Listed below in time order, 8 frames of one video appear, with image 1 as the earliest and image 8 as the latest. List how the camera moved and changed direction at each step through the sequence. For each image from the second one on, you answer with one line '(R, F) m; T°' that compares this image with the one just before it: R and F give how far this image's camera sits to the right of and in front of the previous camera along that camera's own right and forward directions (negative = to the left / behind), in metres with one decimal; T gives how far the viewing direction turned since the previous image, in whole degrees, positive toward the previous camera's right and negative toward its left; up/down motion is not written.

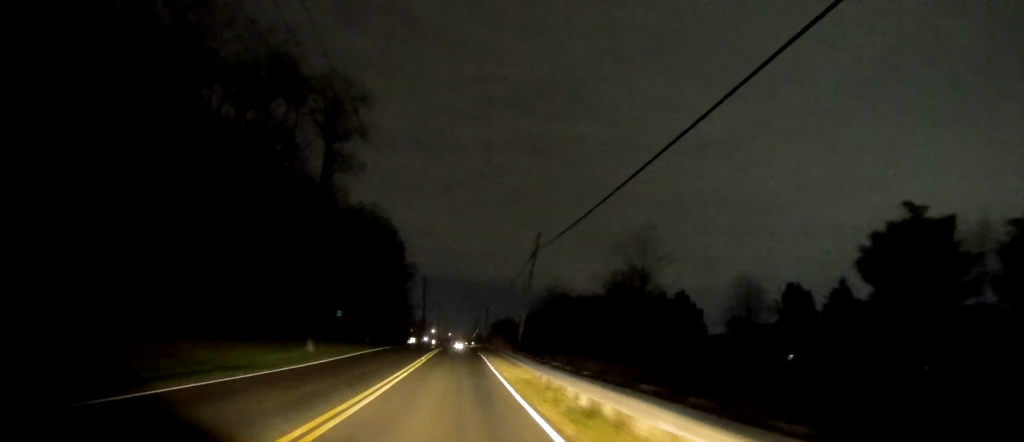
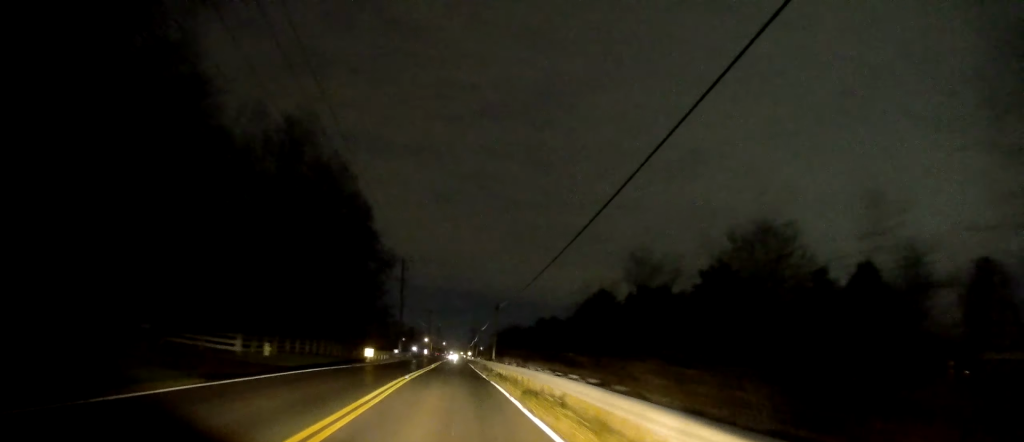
(-0.1, +32.3) m; -1°
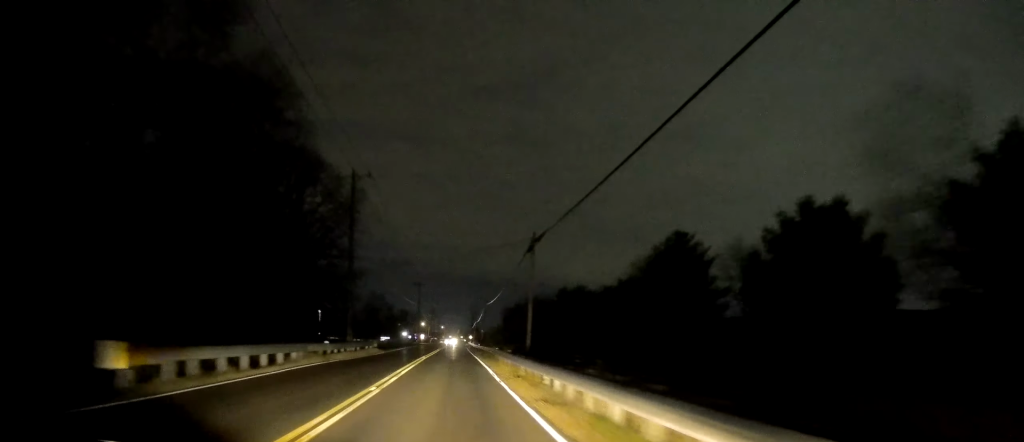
(-0.3, +30.5) m; 0°
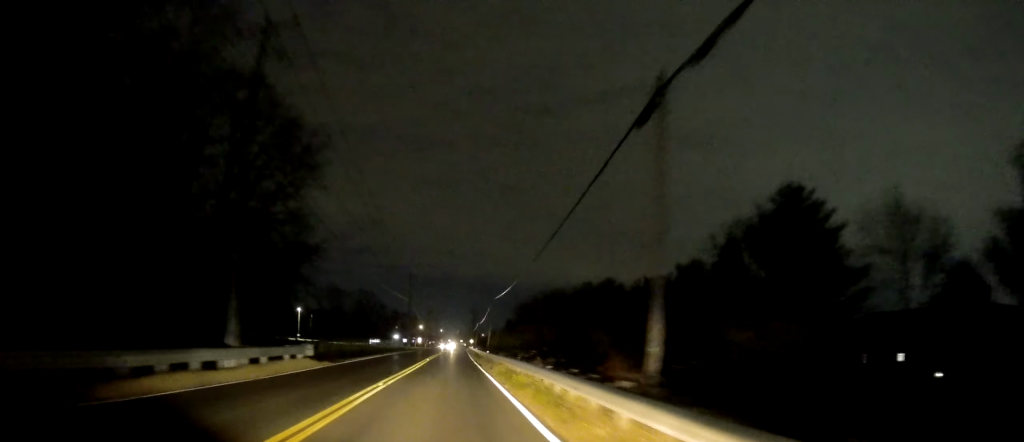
(+0.2, +19.3) m; +1°
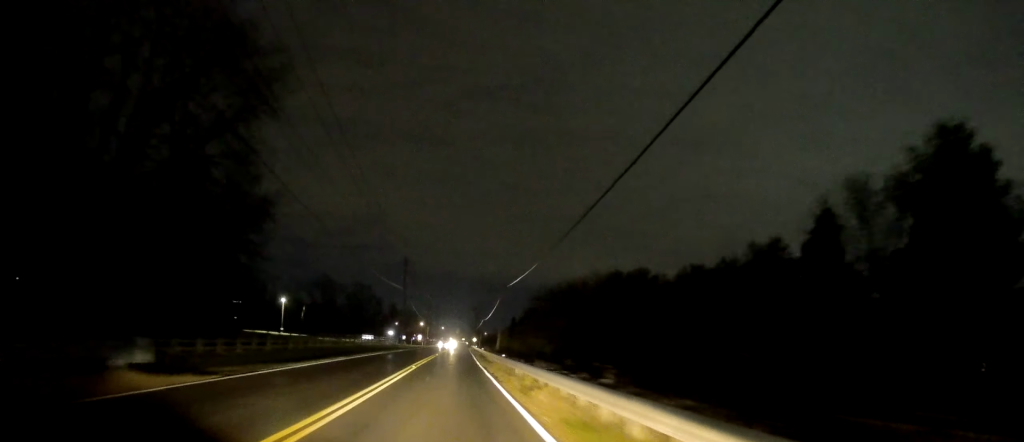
(+0.2, +14.4) m; 0°
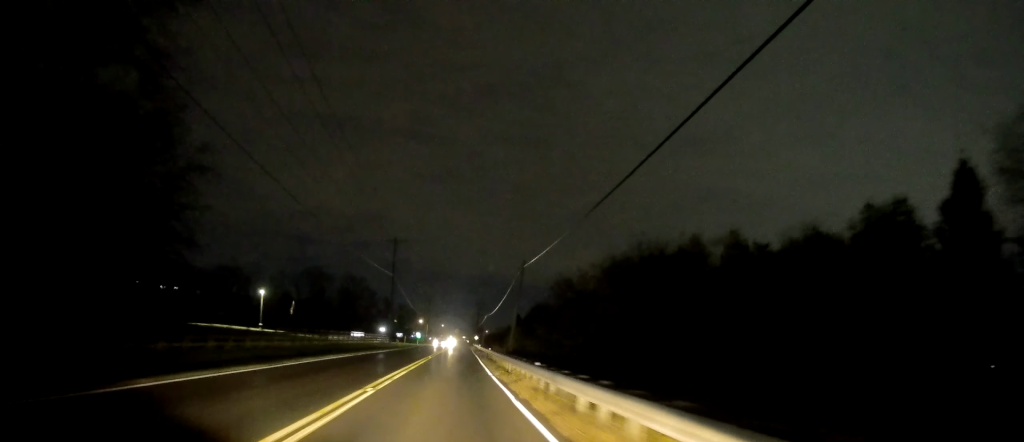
(-0.3, +13.0) m; 0°
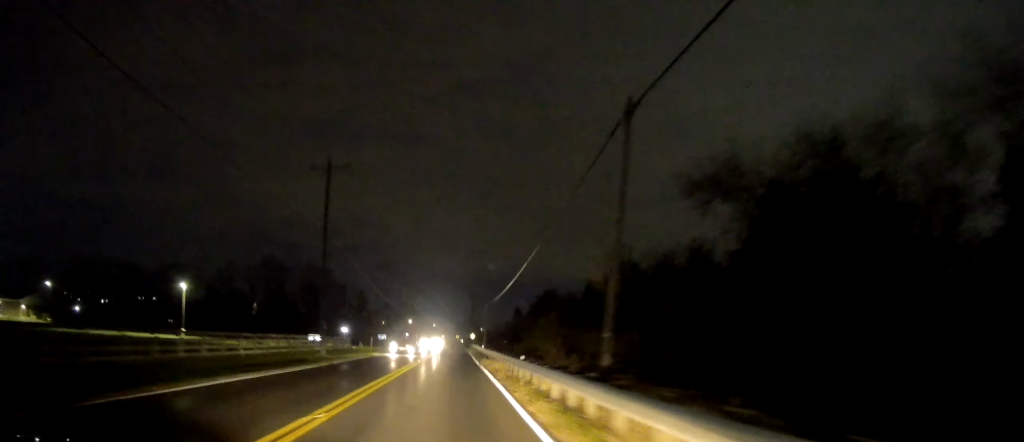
(+0.4, +28.2) m; 0°
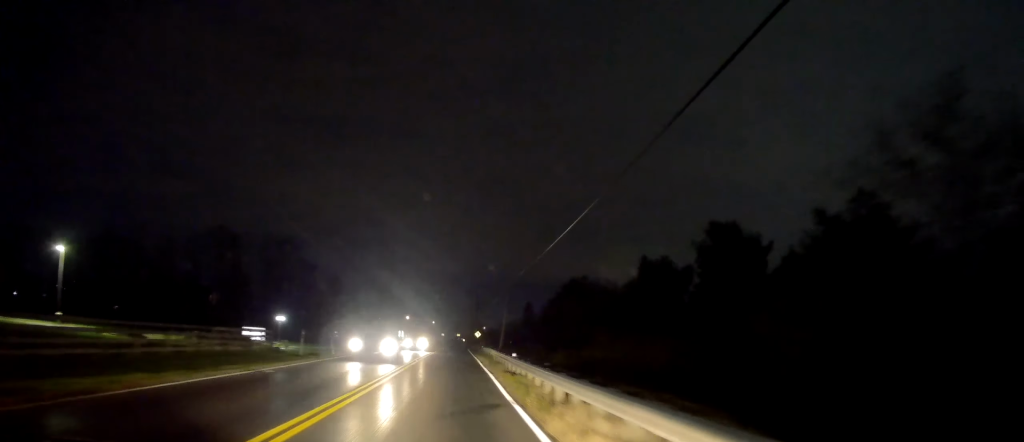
(-0.5, +27.5) m; 0°
